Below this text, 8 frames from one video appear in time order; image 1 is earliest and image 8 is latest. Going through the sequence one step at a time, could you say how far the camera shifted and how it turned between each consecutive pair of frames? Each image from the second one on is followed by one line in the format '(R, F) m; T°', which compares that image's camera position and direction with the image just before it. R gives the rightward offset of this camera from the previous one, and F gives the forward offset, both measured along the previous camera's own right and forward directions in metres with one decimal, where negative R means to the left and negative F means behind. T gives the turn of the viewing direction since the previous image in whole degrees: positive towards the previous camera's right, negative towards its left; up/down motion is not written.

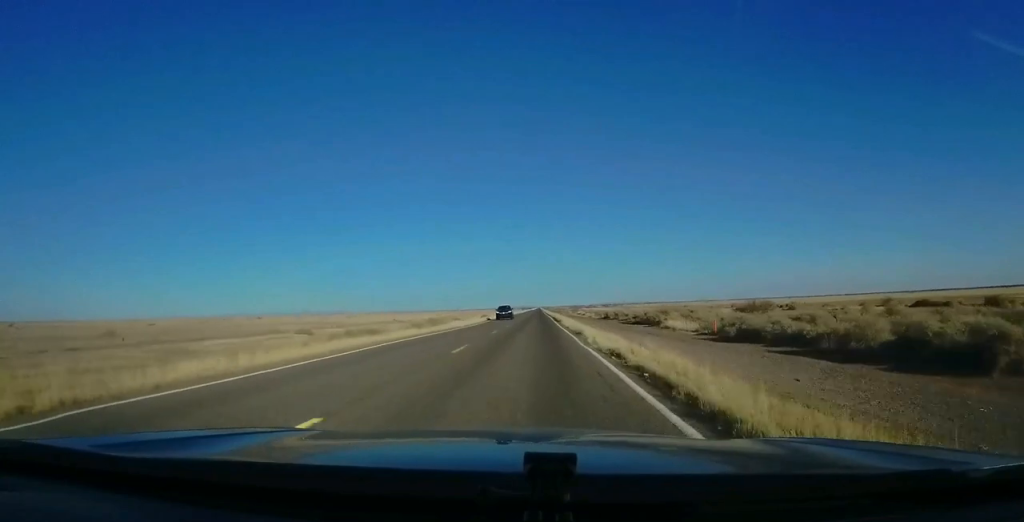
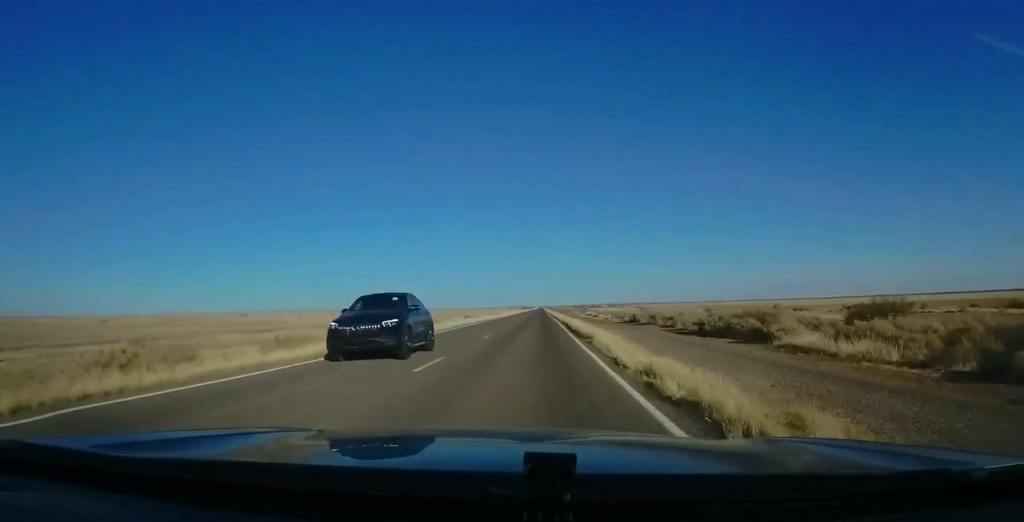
(+0.1, +28.7) m; +1°
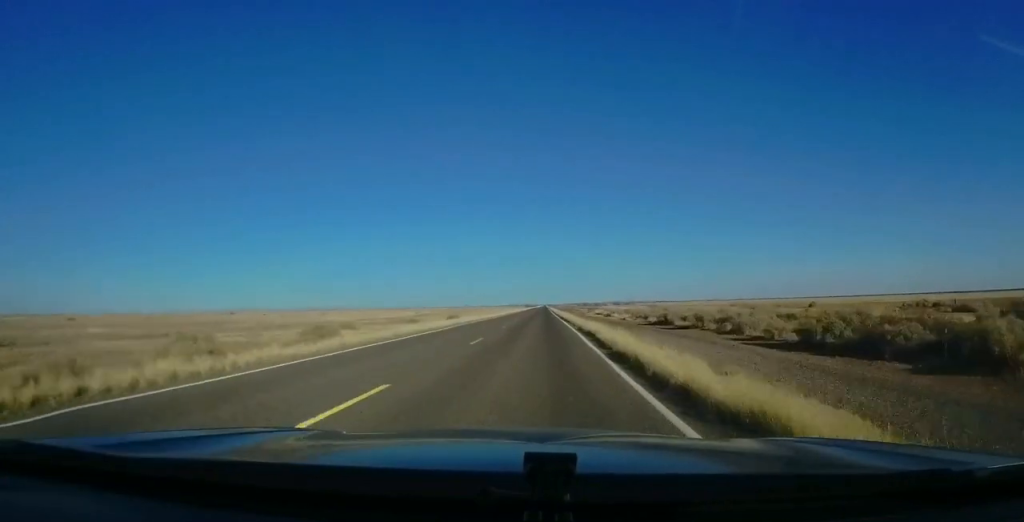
(+0.3, +17.8) m; 0°
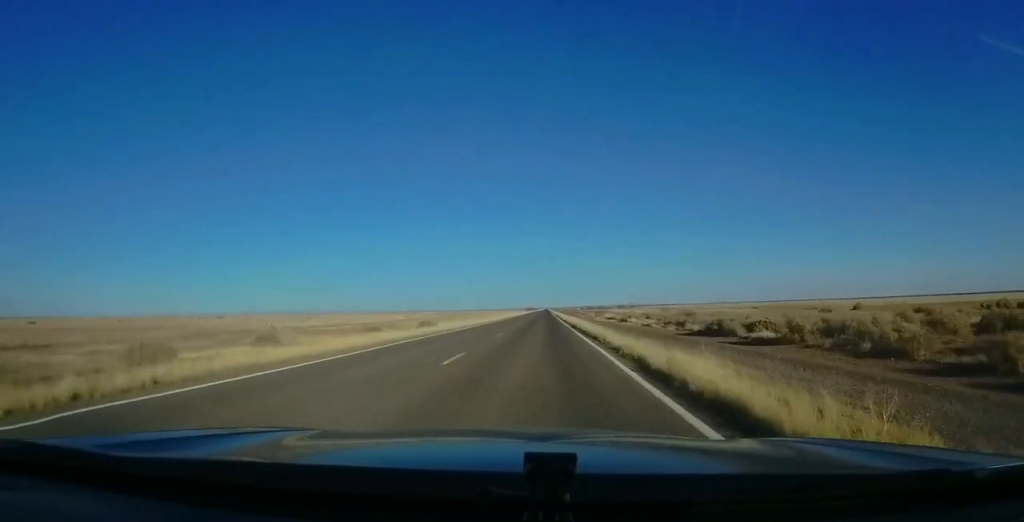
(-0.1, +17.9) m; 0°
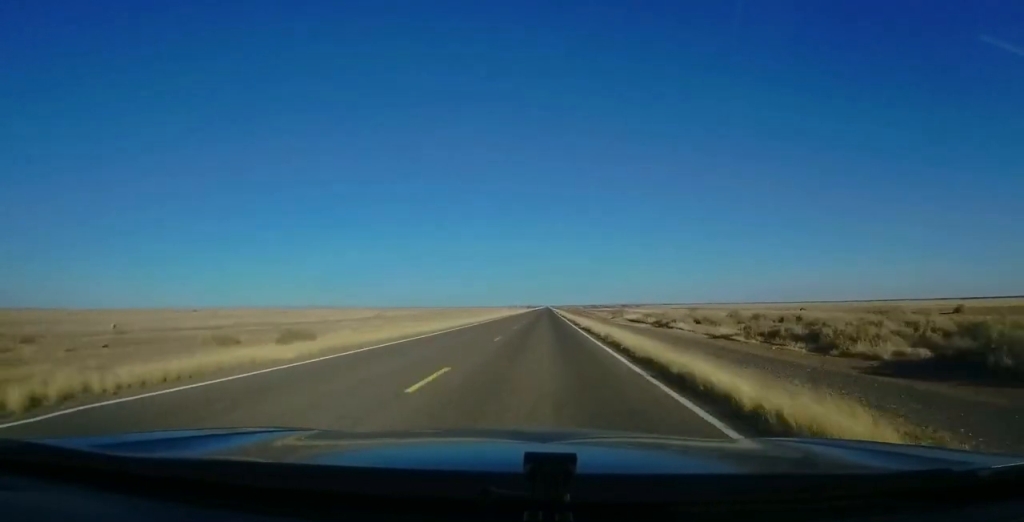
(-0.3, +28.8) m; -1°
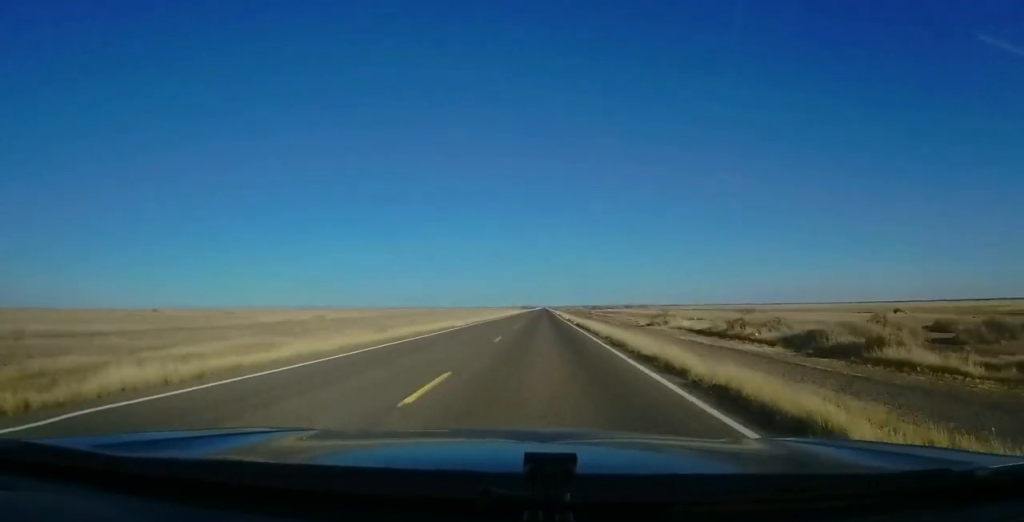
(0.0, +37.8) m; +1°
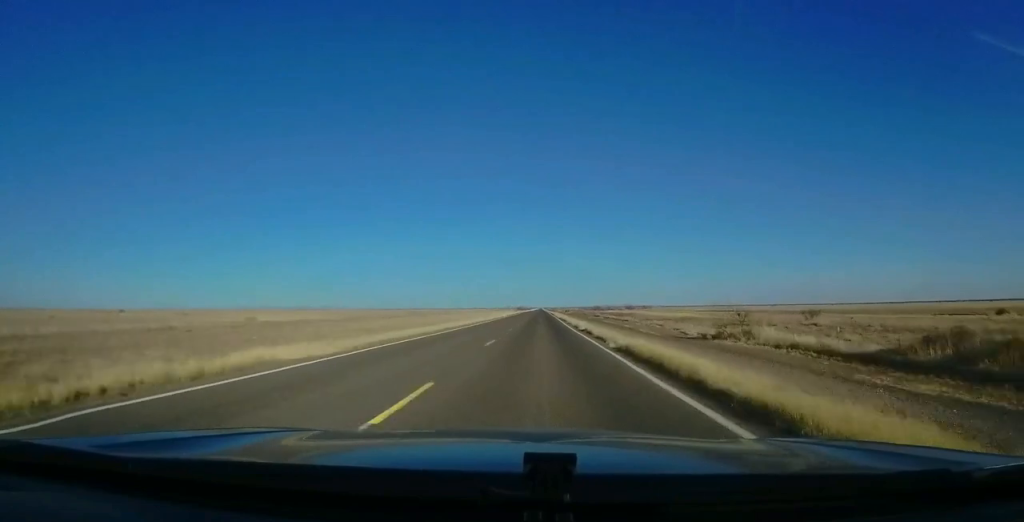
(+0.2, +25.9) m; 0°
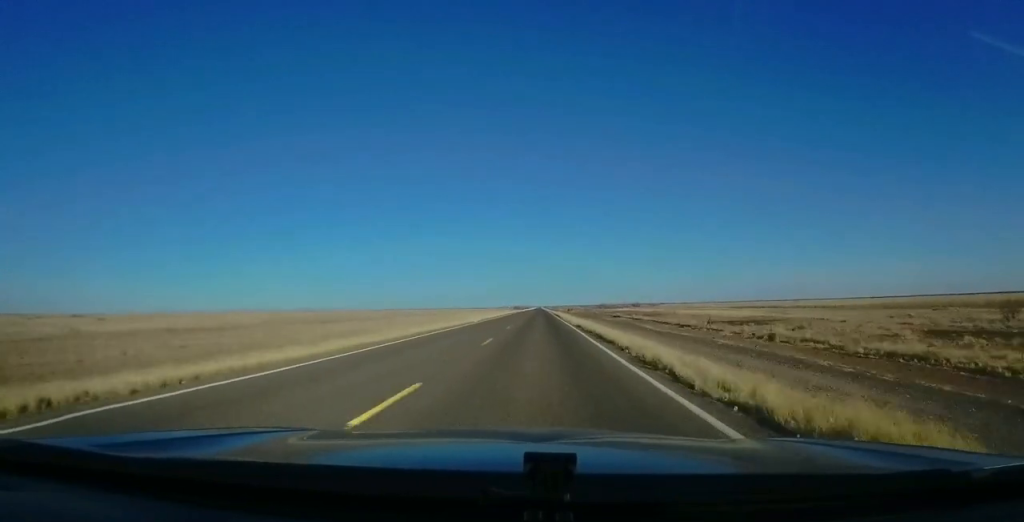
(-0.1, +36.9) m; 0°
